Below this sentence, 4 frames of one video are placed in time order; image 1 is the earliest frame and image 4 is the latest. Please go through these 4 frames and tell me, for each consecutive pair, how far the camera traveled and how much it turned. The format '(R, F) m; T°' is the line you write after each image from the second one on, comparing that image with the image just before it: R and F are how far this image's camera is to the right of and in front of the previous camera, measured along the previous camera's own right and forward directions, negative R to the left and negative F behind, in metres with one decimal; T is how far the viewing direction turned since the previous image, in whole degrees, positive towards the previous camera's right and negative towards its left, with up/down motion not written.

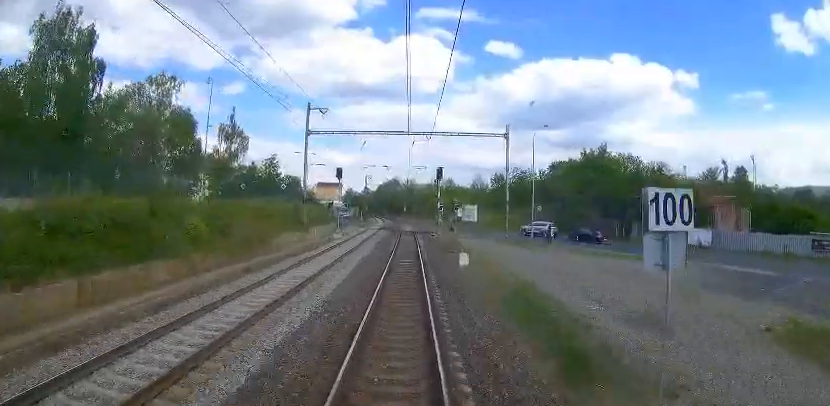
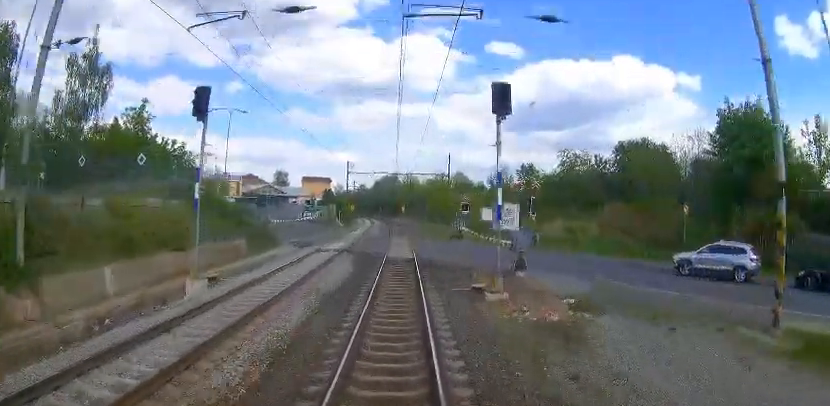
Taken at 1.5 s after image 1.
(0.0, +29.1) m; +1°
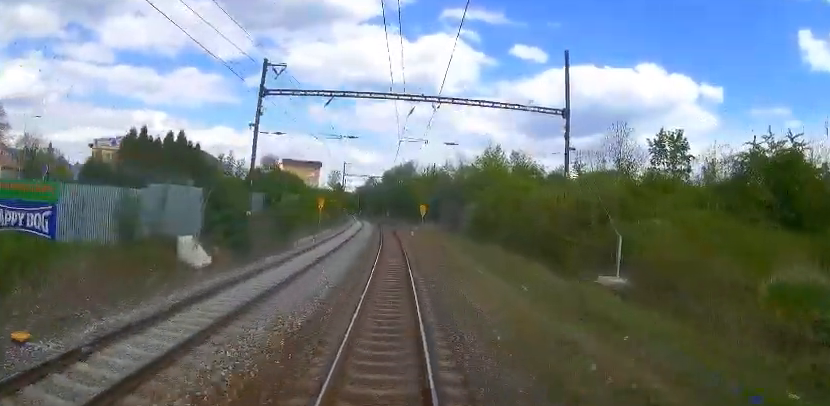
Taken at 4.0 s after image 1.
(-0.6, +47.2) m; -2°
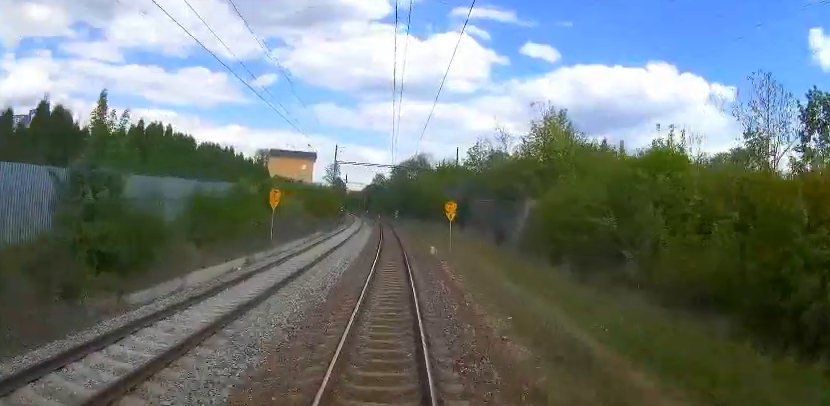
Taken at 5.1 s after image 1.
(0.0, +20.1) m; -1°
